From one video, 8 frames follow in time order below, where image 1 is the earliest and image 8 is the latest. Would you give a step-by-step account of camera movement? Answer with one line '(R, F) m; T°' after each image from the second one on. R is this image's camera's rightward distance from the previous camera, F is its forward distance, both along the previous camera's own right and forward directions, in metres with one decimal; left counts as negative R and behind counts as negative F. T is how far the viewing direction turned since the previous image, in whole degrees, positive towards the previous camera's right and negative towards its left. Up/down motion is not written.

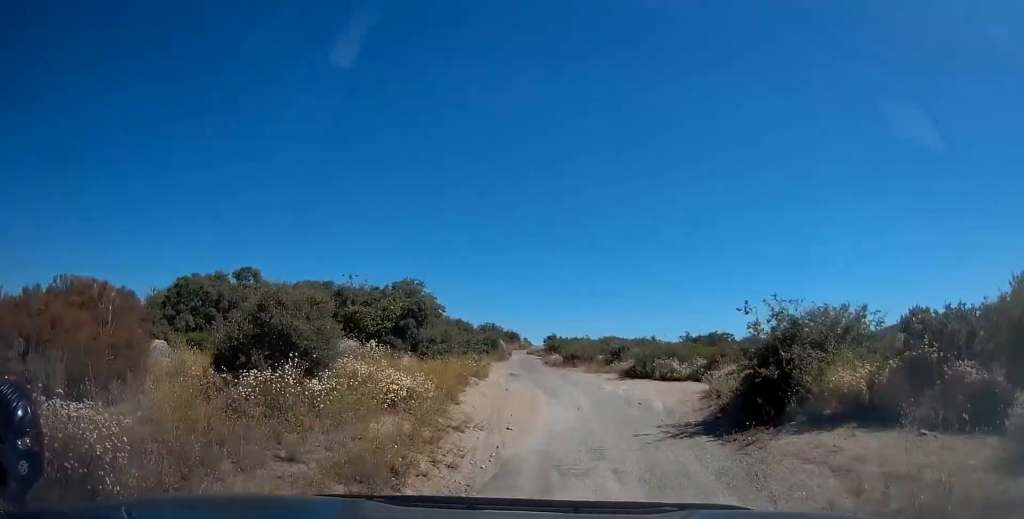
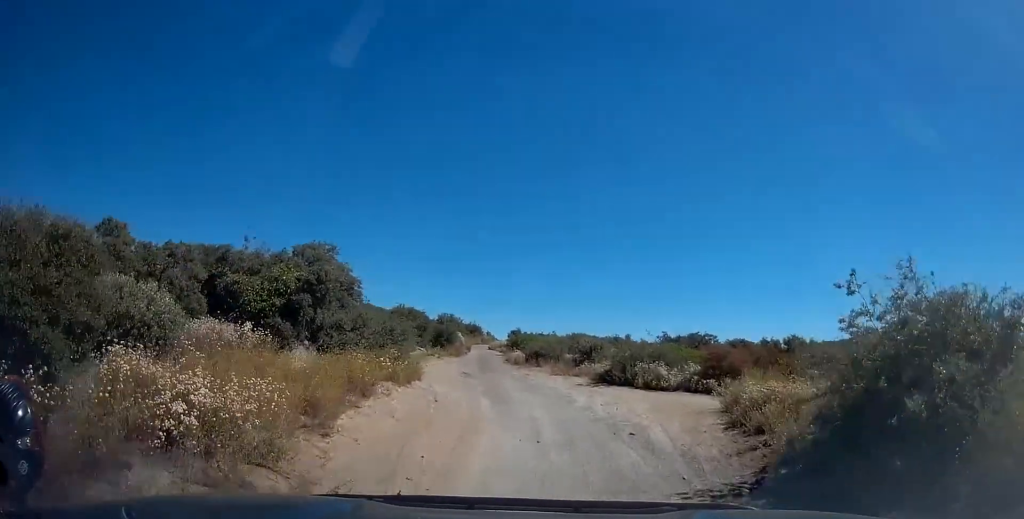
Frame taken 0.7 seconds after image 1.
(+0.2, +4.3) m; +3°
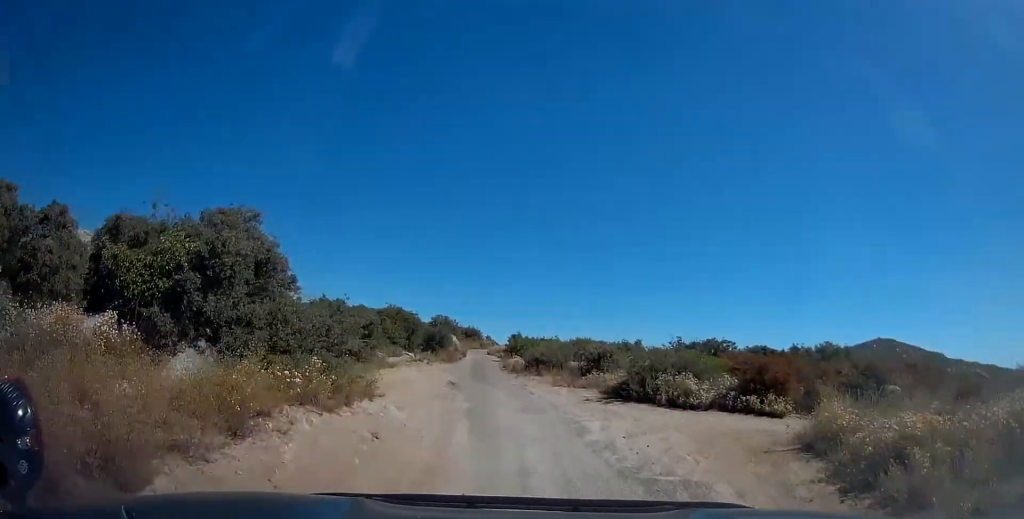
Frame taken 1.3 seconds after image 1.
(+0.1, +3.7) m; +3°
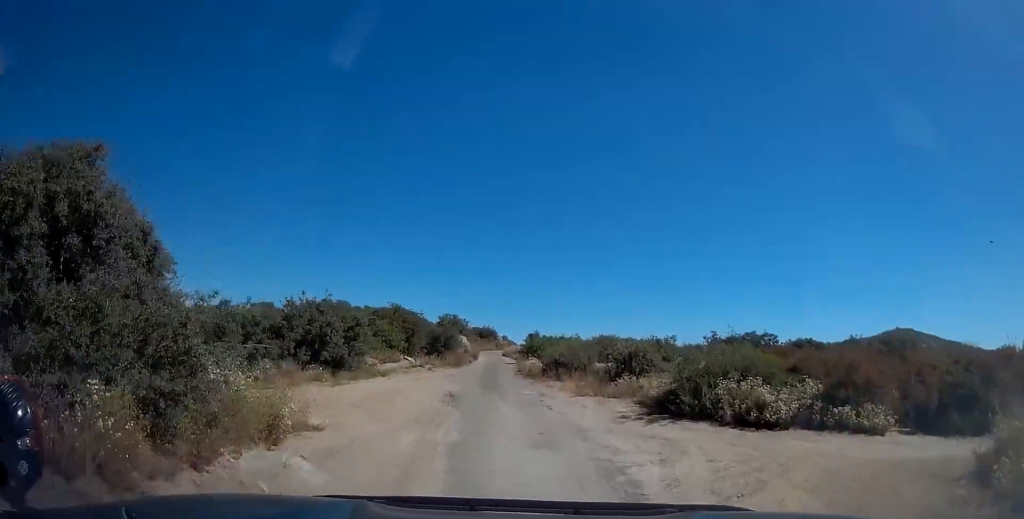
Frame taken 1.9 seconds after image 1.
(0.0, +4.4) m; +3°
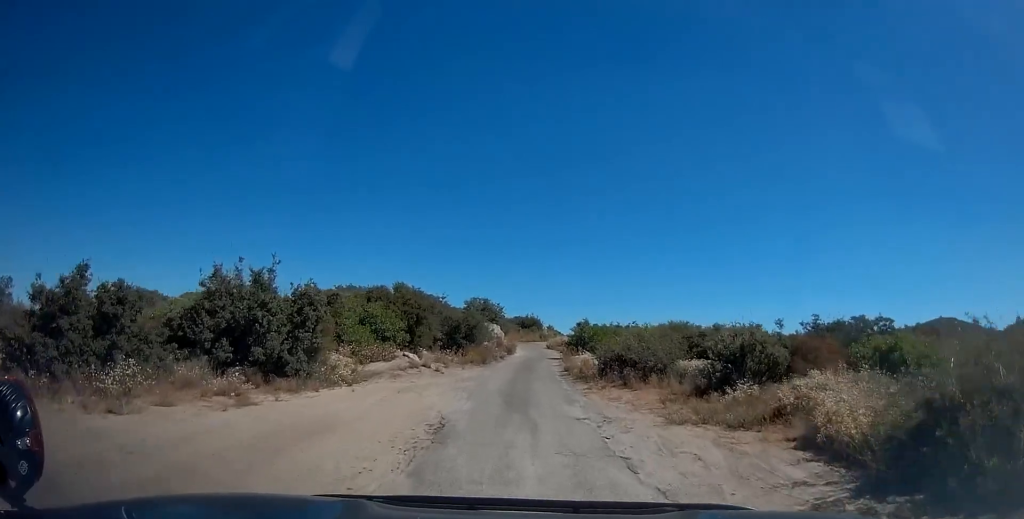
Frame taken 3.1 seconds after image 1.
(+0.4, +9.1) m; -1°
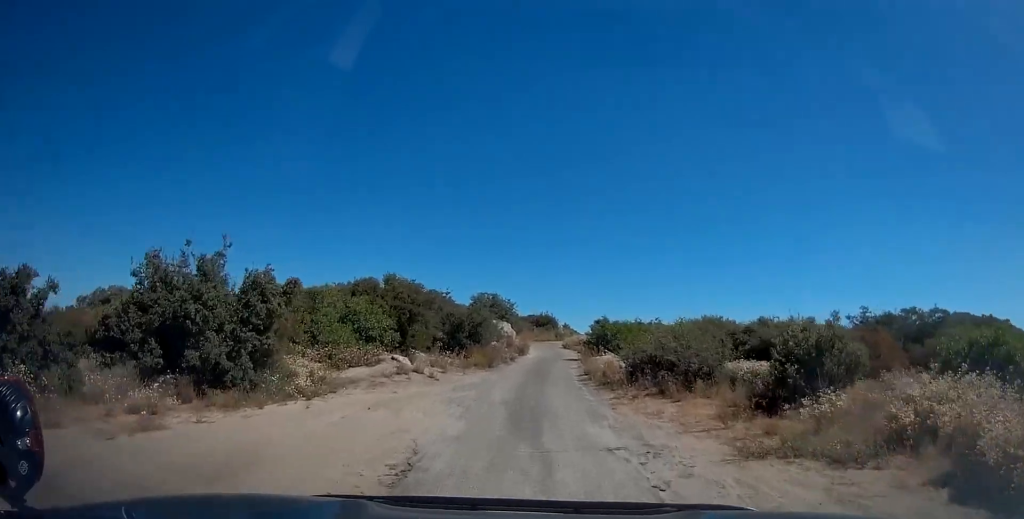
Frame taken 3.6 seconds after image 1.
(-0.2, +3.8) m; -3°
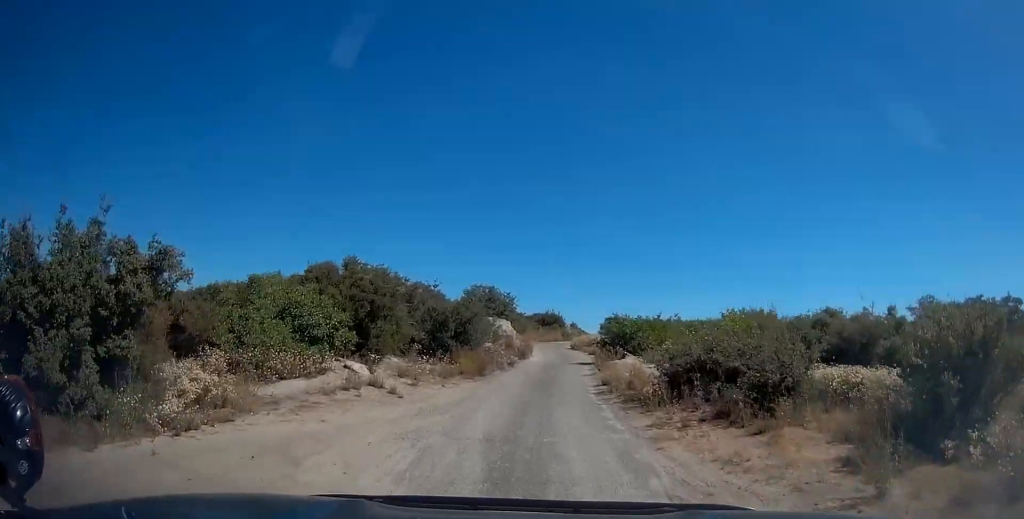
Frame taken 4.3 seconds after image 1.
(-0.1, +5.1) m; -2°
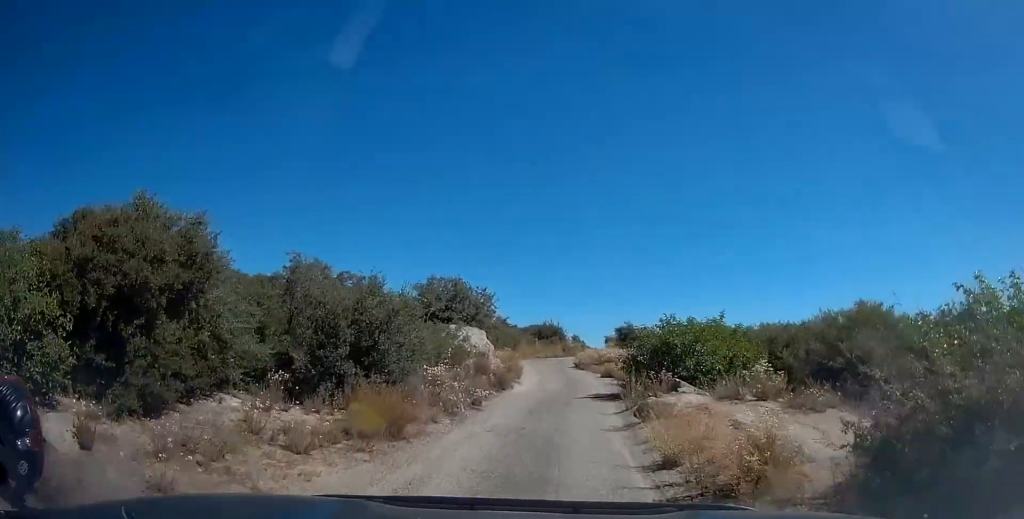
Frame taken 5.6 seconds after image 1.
(-0.1, +10.1) m; -4°
